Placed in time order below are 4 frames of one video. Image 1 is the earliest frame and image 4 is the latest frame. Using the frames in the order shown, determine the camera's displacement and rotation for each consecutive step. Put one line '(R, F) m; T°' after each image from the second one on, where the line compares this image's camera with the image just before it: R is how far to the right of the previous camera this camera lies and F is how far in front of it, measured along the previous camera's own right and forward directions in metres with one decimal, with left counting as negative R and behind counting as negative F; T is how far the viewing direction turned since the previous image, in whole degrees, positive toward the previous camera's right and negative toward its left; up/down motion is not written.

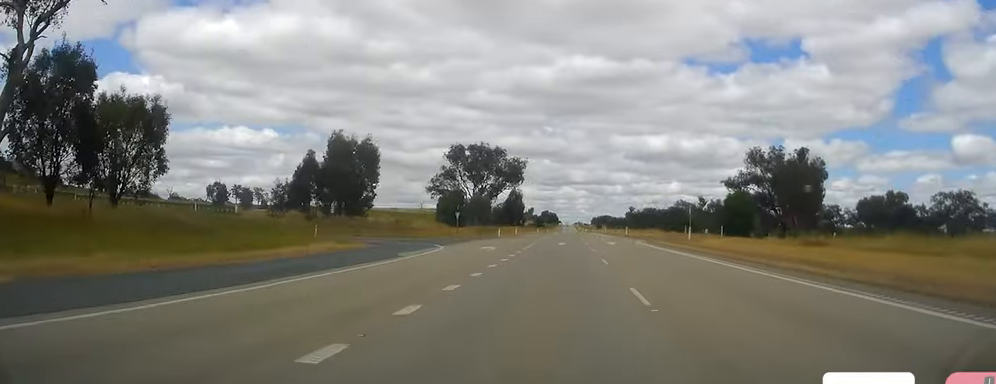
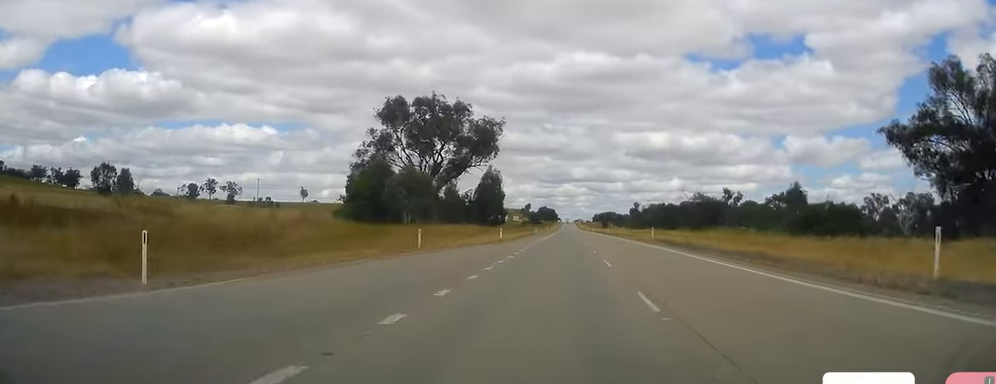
(-1.0, +73.4) m; -1°
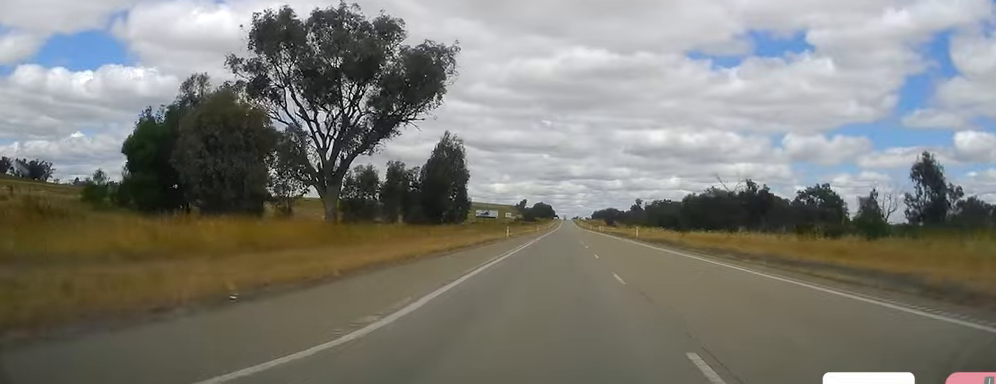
(+0.2, +54.6) m; 0°
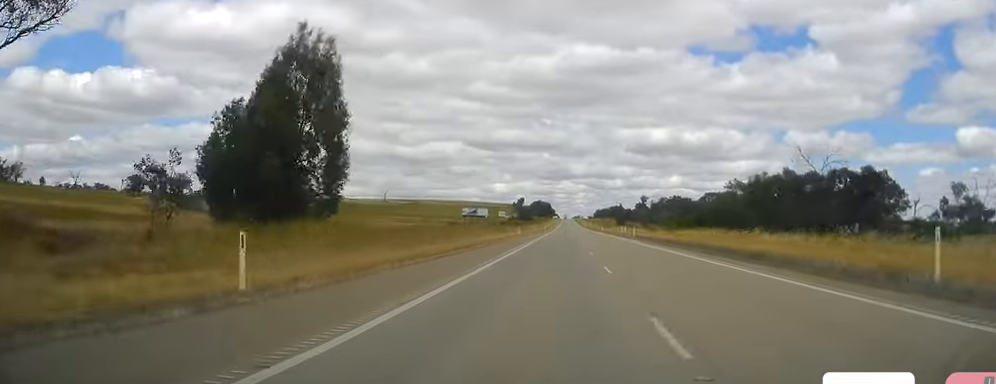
(-0.2, +57.6) m; 0°
